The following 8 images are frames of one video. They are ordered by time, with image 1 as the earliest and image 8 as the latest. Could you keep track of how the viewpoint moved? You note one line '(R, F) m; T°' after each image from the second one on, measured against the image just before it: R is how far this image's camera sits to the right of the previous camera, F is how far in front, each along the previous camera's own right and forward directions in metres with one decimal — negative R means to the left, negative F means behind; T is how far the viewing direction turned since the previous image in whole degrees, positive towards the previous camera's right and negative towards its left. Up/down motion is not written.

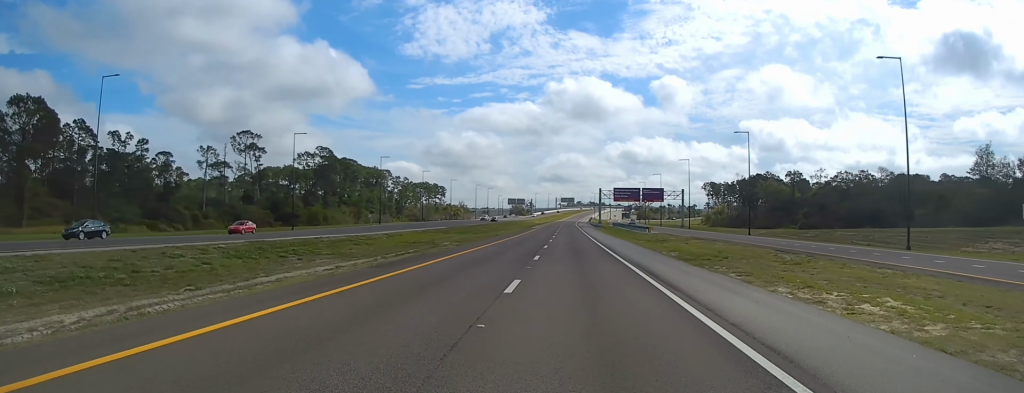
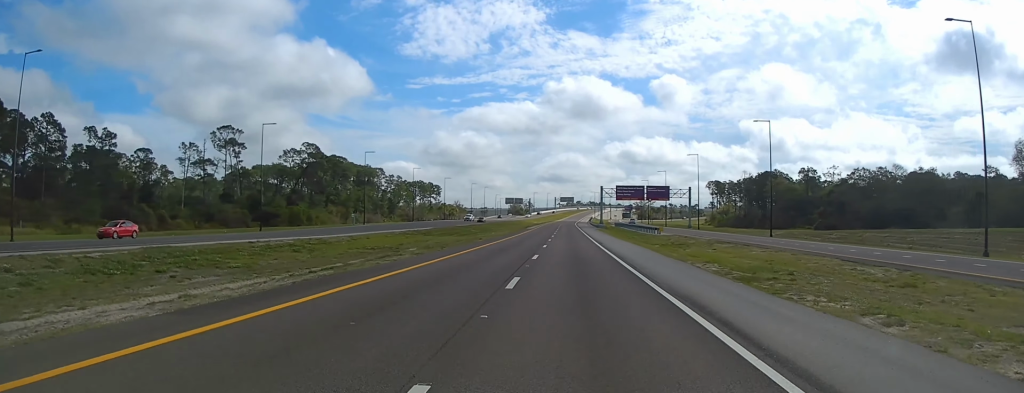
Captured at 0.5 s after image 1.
(0.0, +11.2) m; 0°
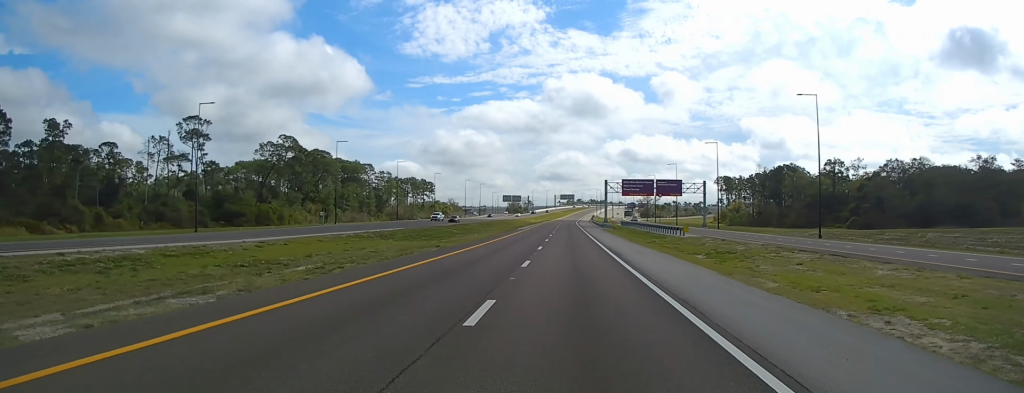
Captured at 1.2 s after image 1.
(0.0, +17.5) m; 0°
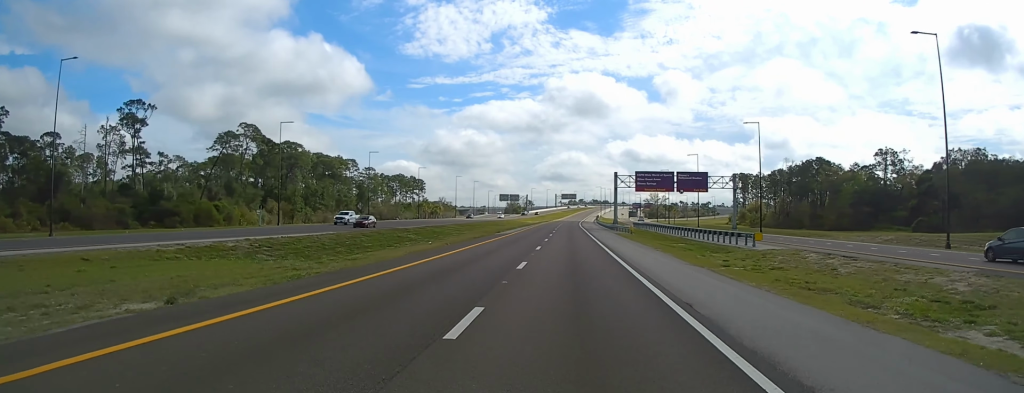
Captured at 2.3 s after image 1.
(0.0, +25.5) m; 0°
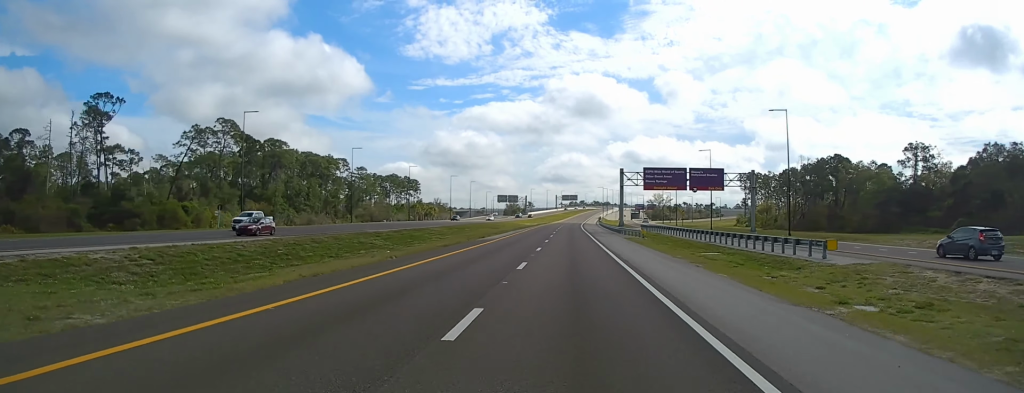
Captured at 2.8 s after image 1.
(0.0, +12.0) m; 0°
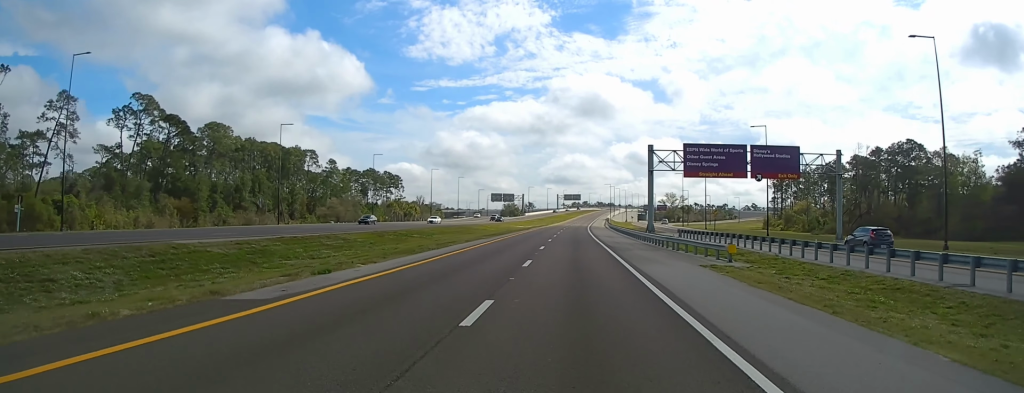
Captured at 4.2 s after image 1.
(0.0, +35.2) m; 0°
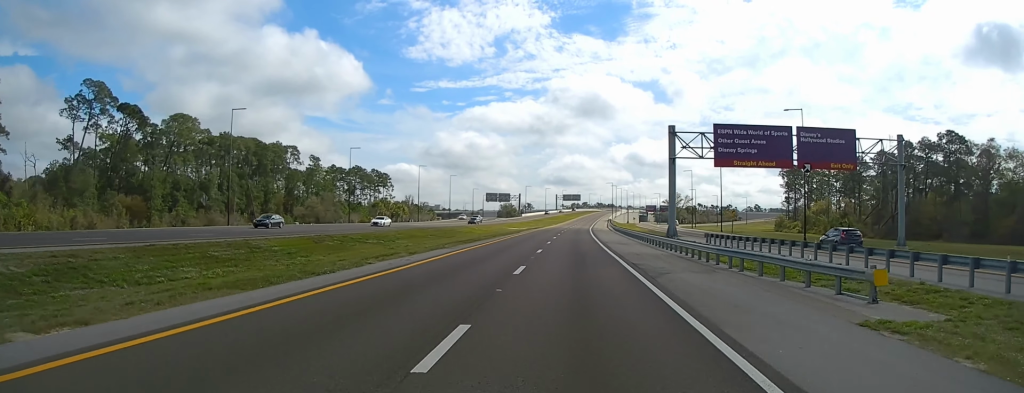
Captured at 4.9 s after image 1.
(0.0, +15.2) m; 0°
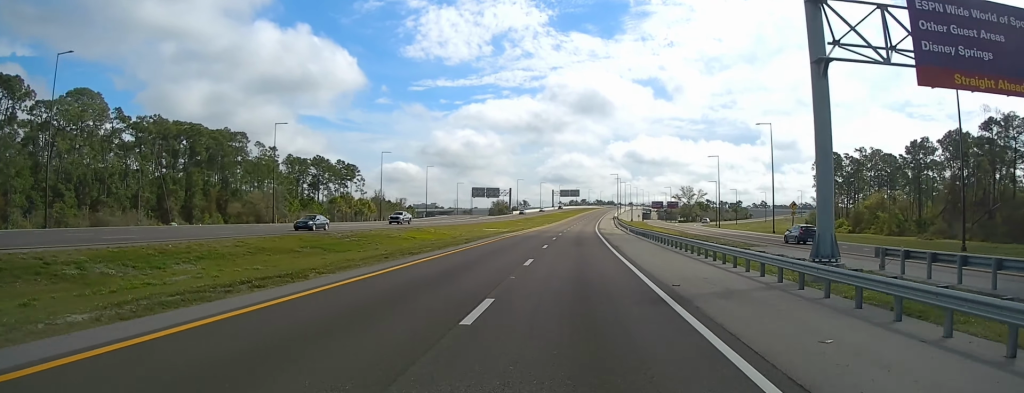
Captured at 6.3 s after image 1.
(0.0, +33.7) m; 0°
